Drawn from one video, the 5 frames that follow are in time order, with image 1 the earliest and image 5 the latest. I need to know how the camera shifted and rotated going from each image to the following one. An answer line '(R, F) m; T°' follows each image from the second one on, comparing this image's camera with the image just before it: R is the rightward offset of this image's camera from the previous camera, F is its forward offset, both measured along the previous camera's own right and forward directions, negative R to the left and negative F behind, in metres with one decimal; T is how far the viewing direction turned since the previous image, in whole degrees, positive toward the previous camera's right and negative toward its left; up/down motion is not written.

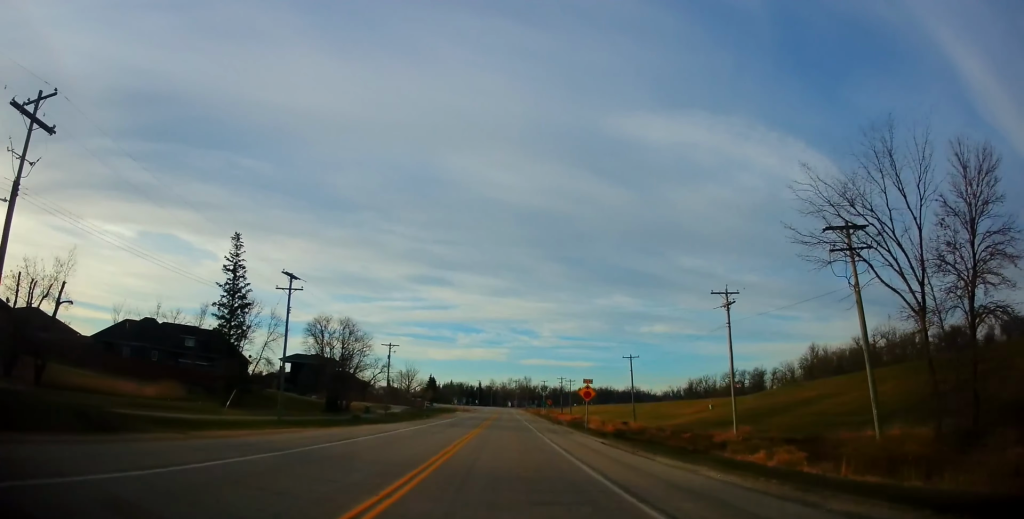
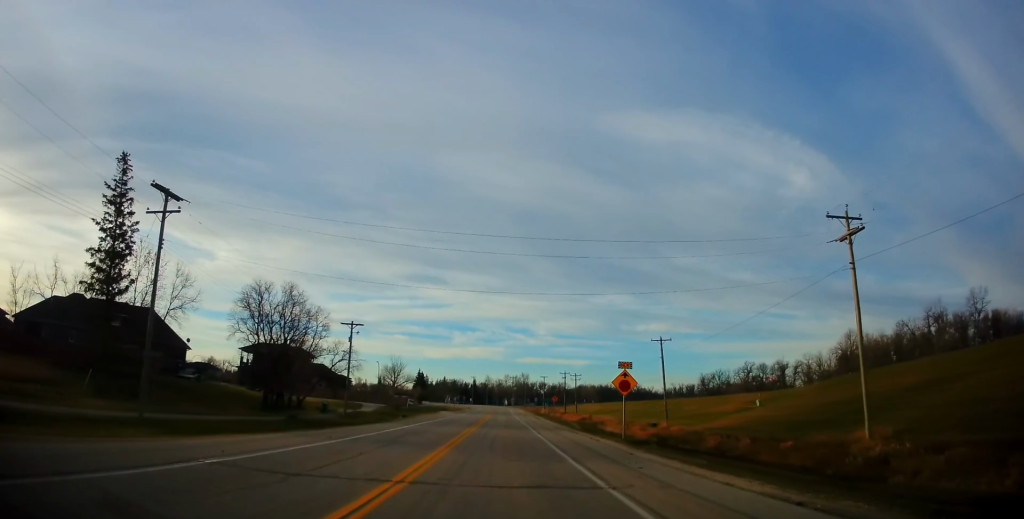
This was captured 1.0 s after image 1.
(+0.2, +18.1) m; +1°
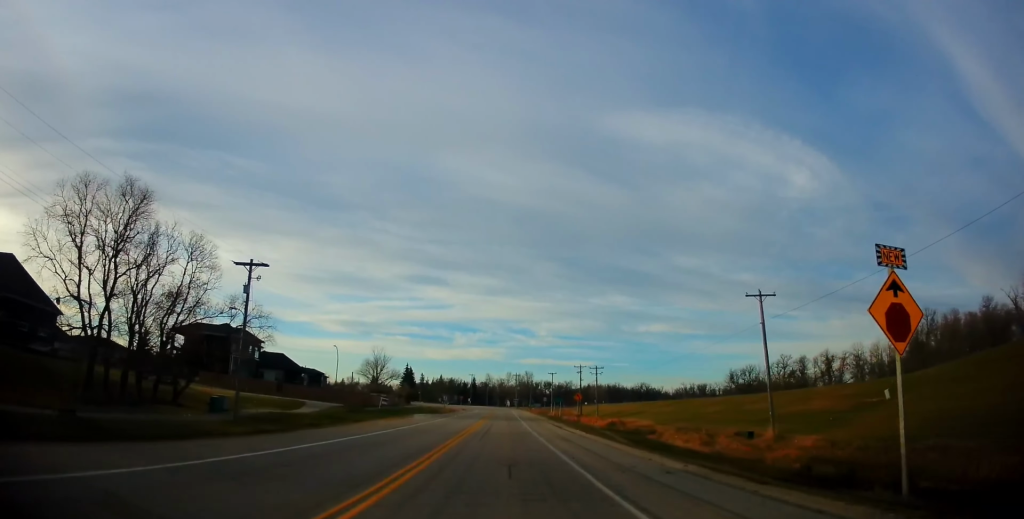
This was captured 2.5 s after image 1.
(+0.1, +25.6) m; 0°
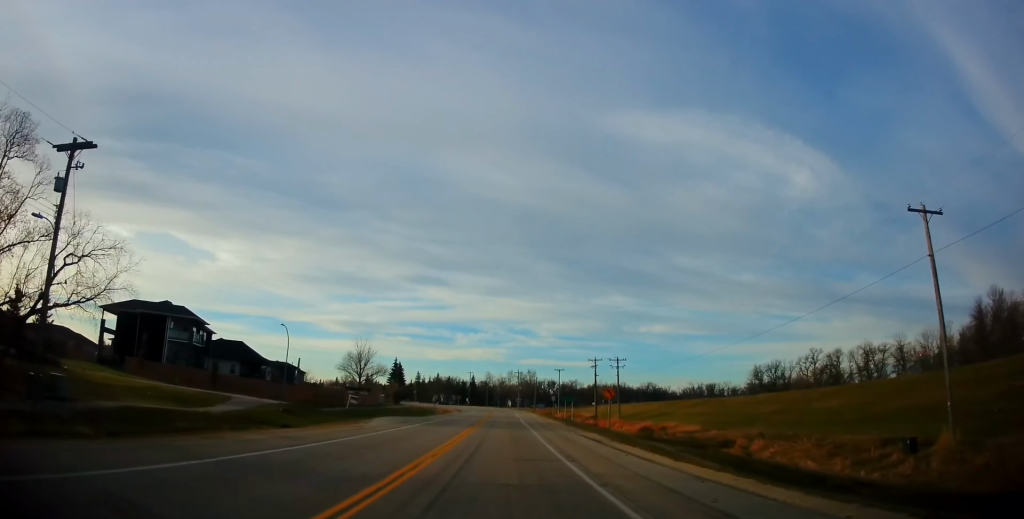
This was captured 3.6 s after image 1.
(-0.3, +17.7) m; -2°
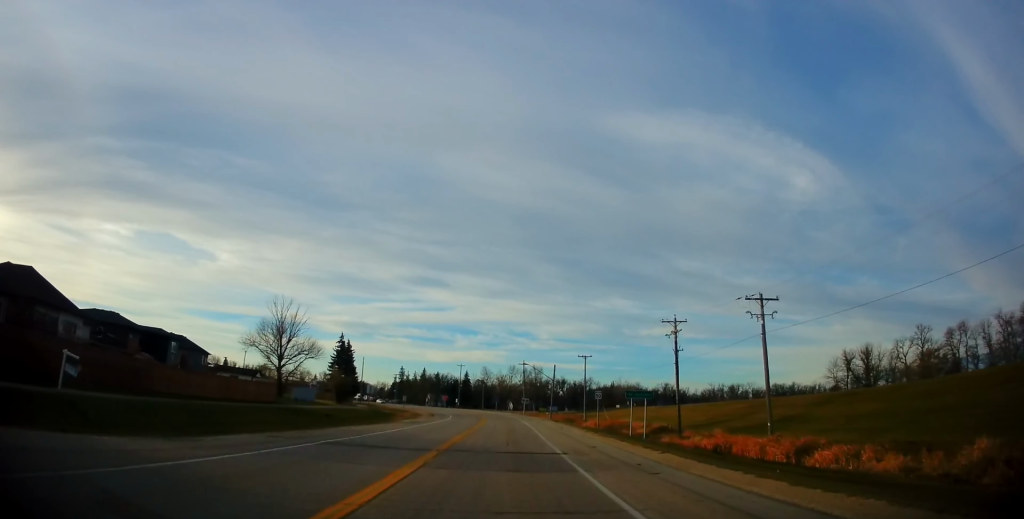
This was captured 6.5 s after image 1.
(+0.9, +45.7) m; +1°
